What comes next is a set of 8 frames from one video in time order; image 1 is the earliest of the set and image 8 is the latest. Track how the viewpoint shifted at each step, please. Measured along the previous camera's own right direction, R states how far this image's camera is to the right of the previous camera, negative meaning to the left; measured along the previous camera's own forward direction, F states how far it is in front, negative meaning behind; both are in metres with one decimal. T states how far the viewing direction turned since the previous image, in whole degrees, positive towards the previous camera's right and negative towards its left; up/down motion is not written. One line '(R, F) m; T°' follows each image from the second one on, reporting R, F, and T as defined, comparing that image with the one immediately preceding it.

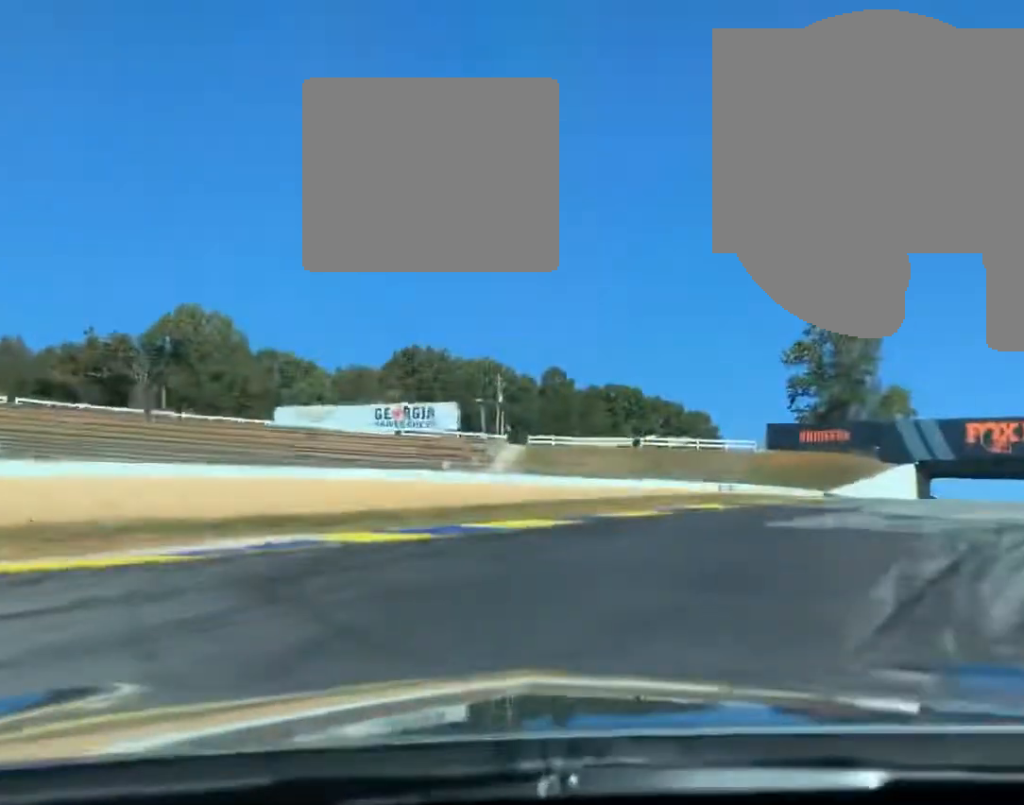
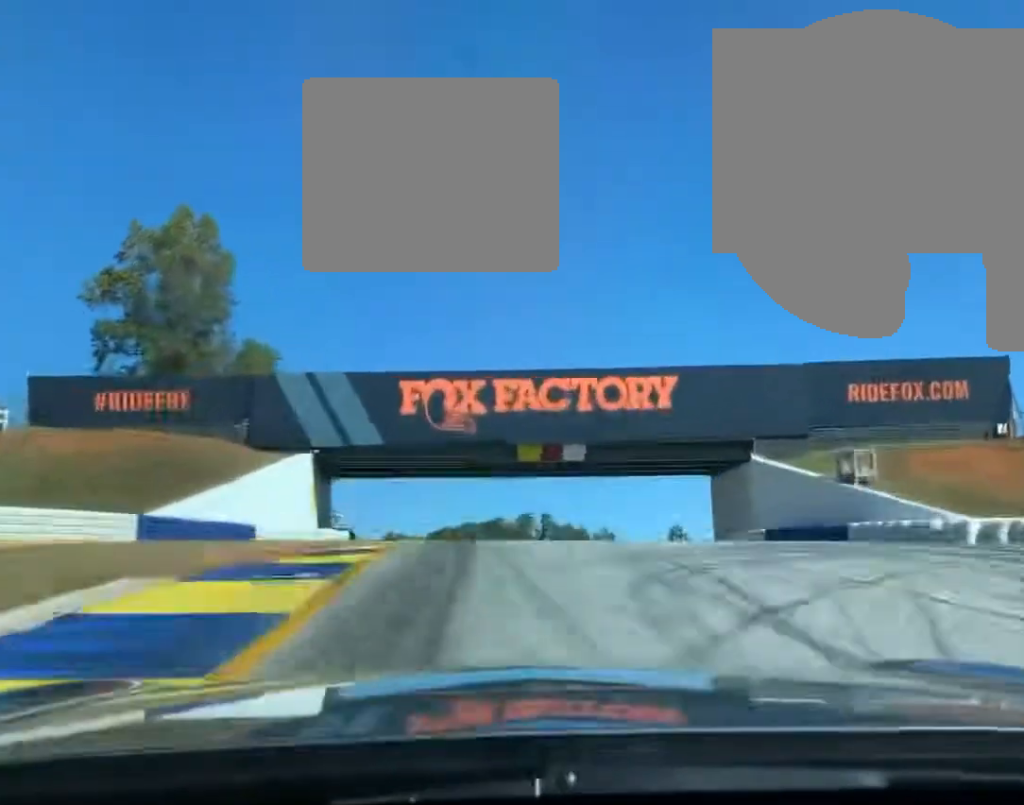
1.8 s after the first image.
(+19.8, +46.6) m; +31°
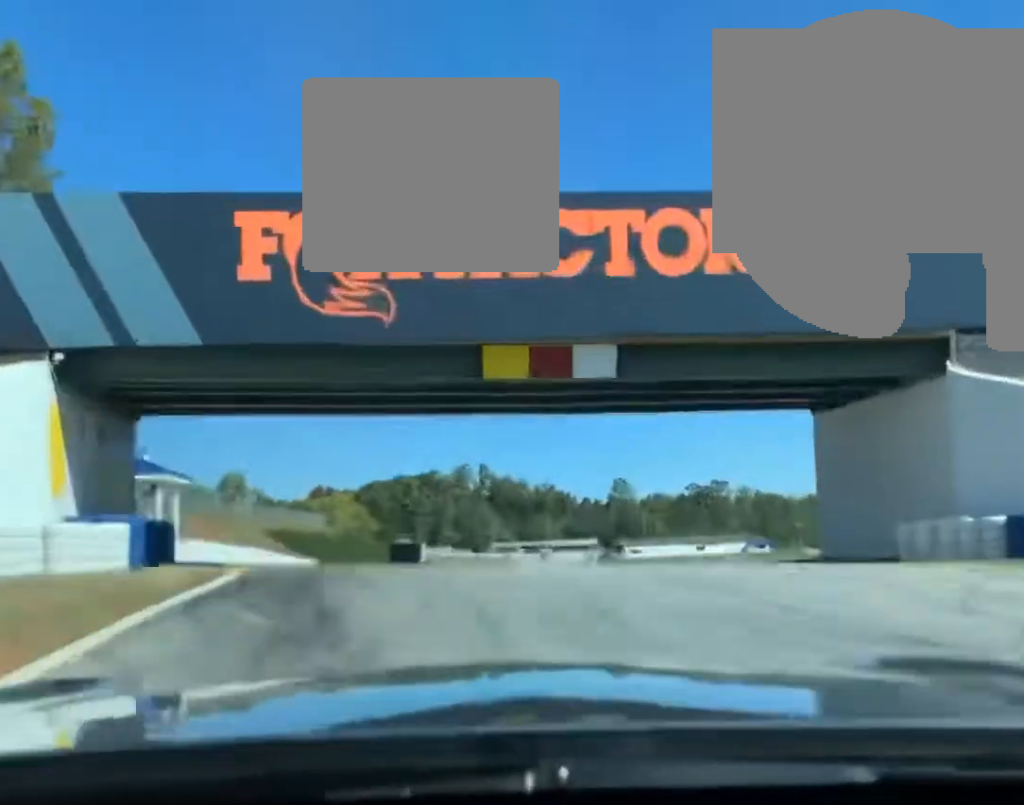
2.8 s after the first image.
(+0.6, +32.2) m; +1°
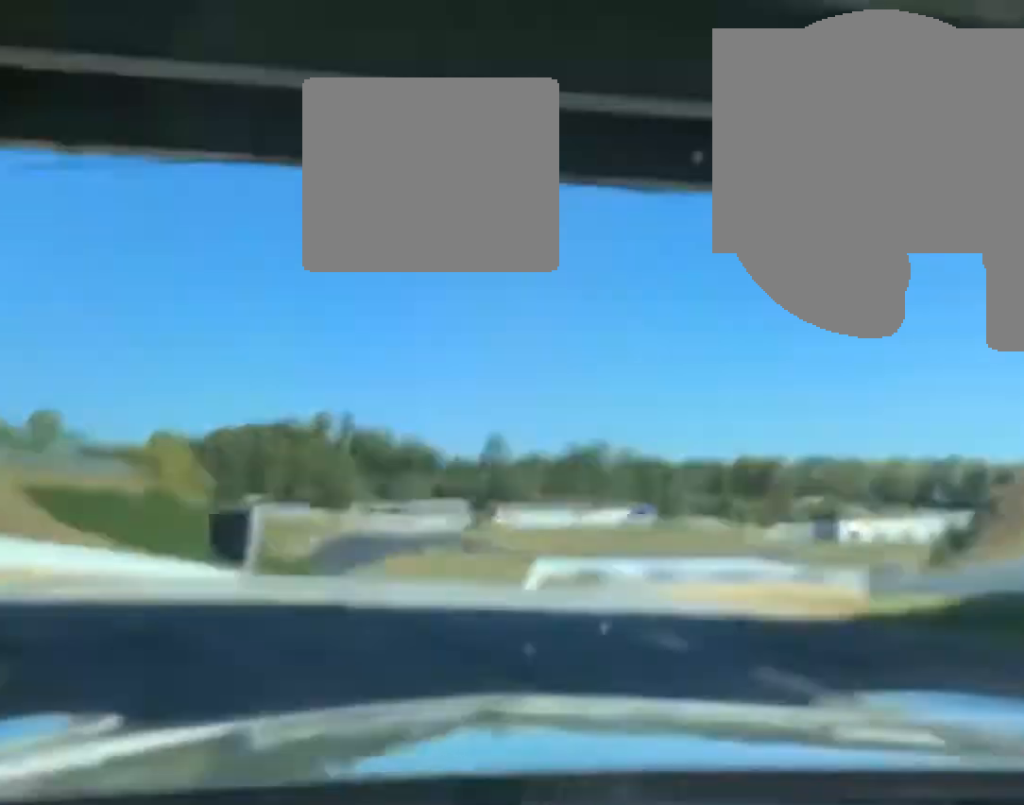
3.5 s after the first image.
(-0.6, +24.2) m; +2°
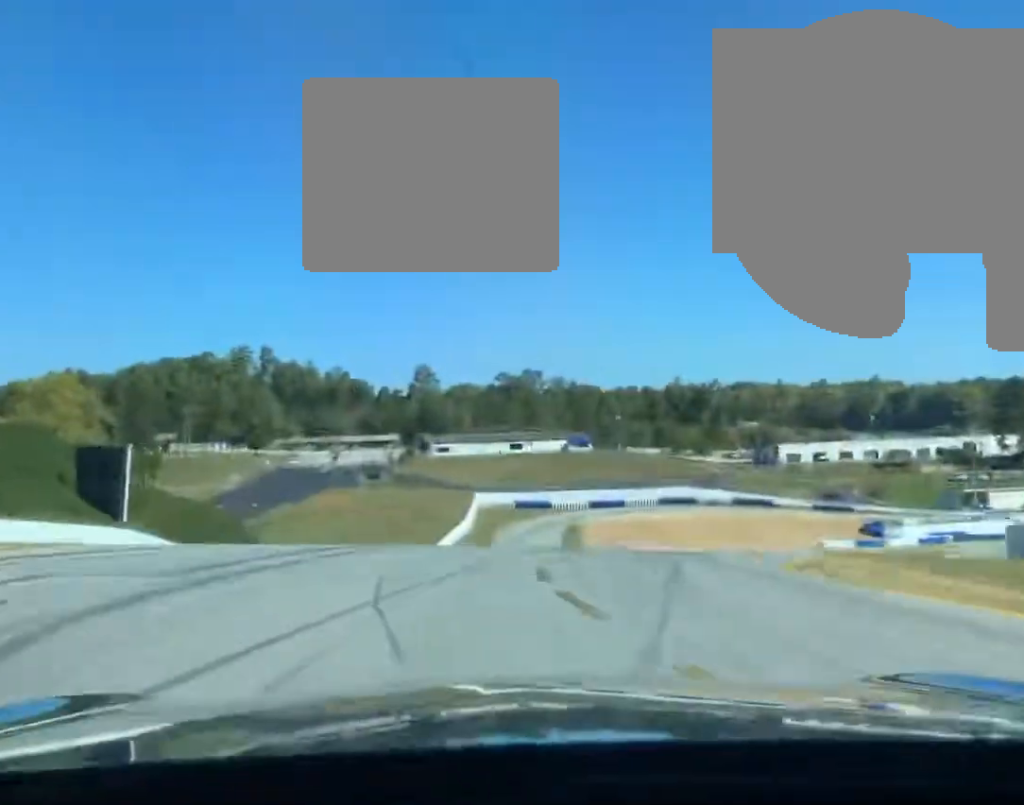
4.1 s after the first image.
(+0.9, +19.3) m; +4°
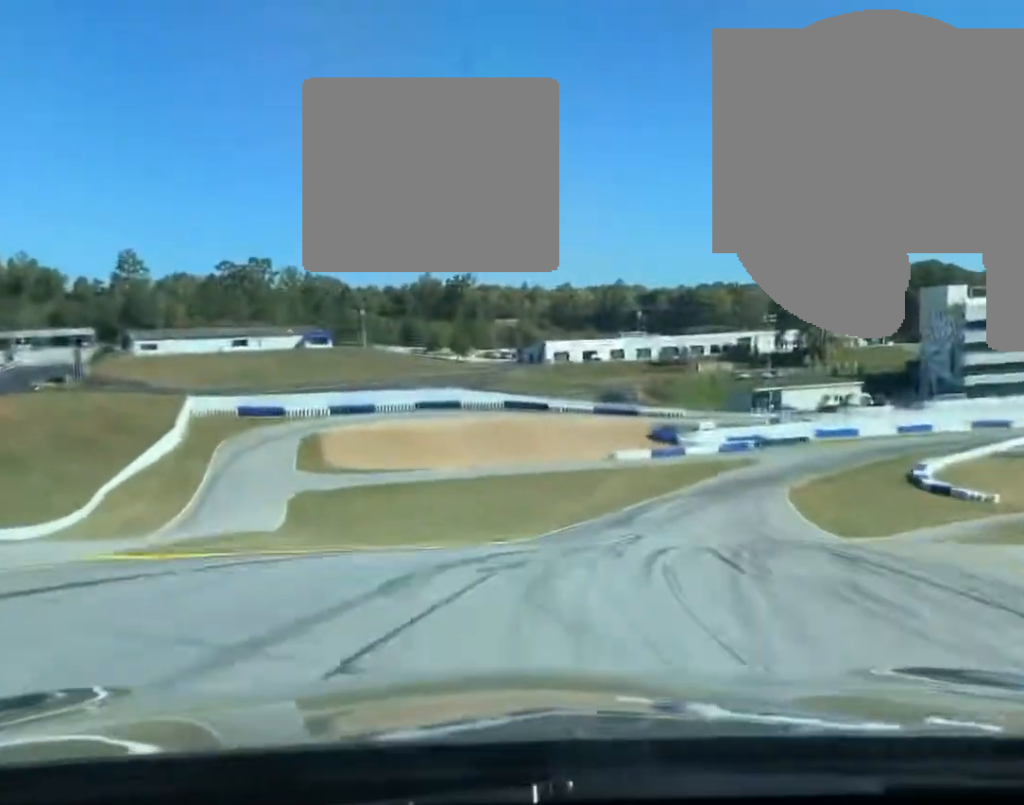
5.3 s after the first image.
(+3.9, +44.1) m; +9°
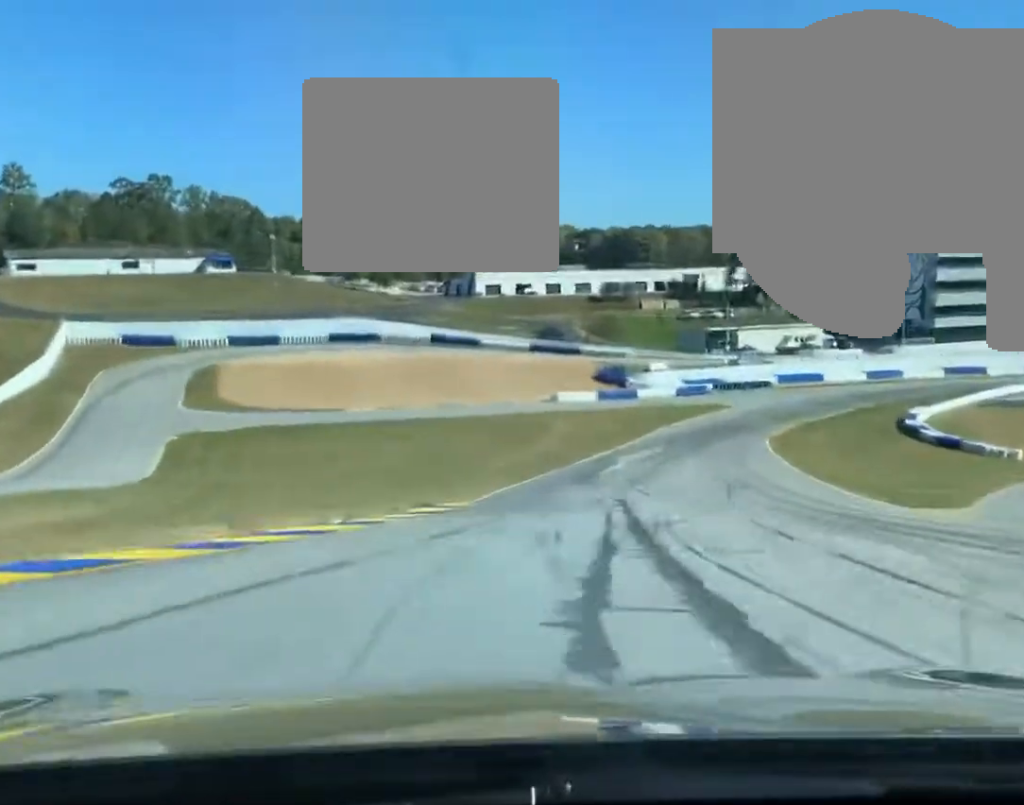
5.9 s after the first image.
(+0.9, +24.0) m; +3°
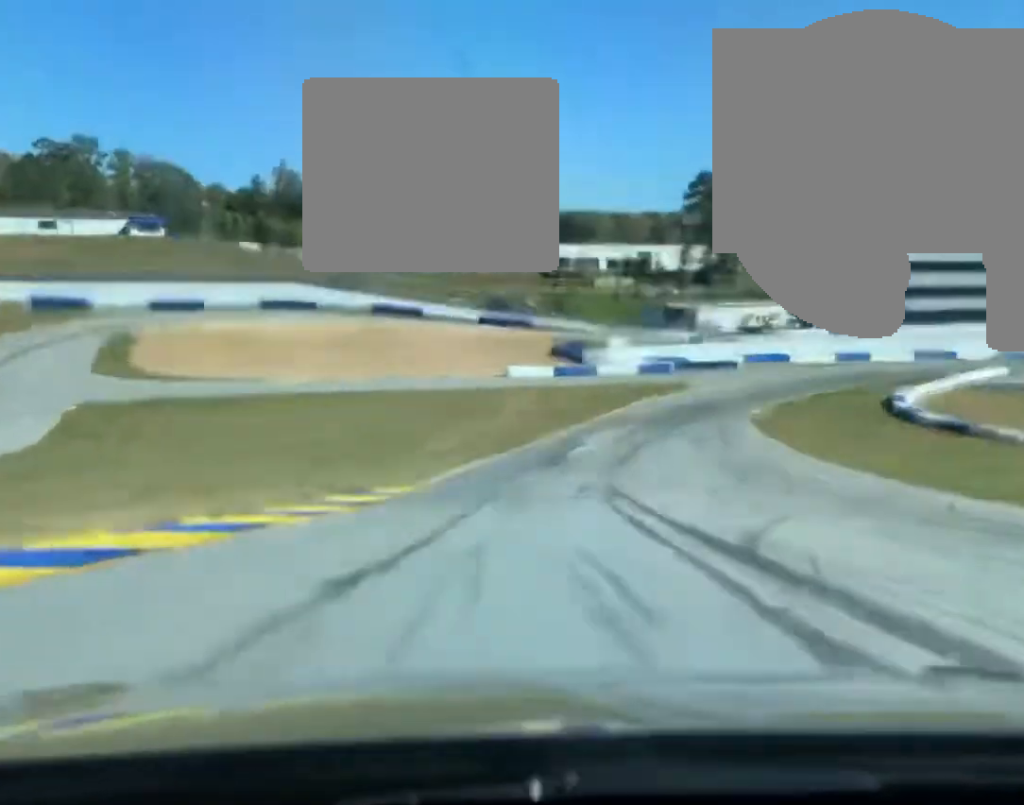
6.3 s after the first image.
(+0.1, +16.7) m; +1°
